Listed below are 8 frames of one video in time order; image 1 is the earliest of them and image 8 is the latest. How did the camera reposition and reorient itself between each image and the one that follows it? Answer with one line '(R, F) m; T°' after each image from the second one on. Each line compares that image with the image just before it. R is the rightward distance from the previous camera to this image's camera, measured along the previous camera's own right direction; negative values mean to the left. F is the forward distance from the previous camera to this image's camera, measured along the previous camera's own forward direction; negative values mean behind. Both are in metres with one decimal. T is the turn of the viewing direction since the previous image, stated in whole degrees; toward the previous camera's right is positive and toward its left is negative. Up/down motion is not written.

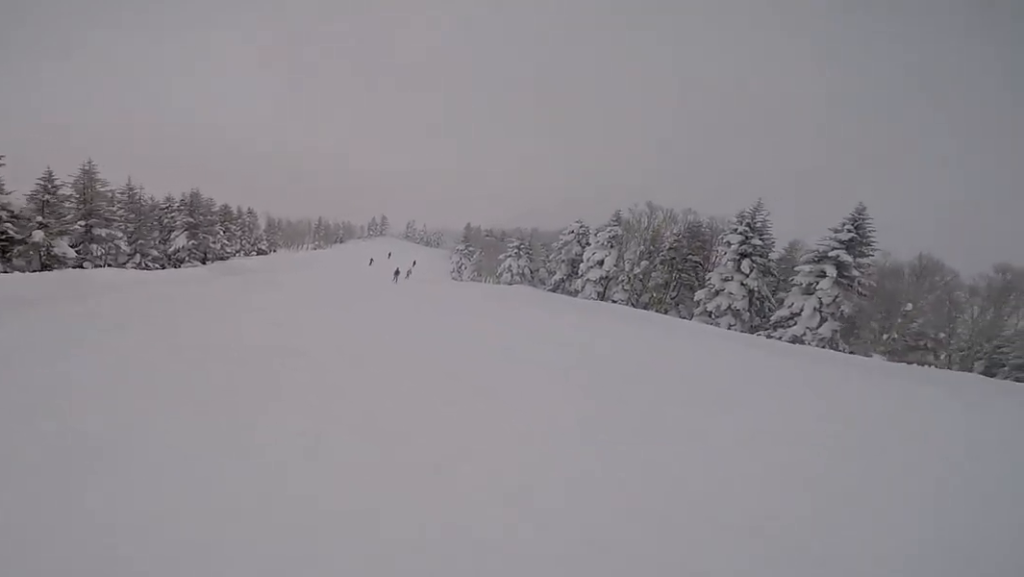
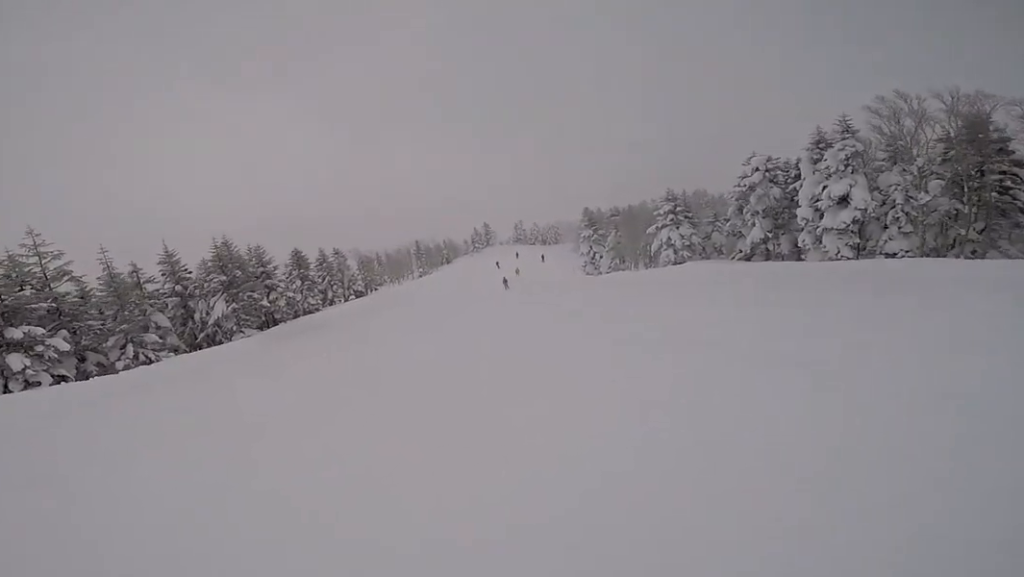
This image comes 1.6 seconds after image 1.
(+1.5, +12.8) m; -1°
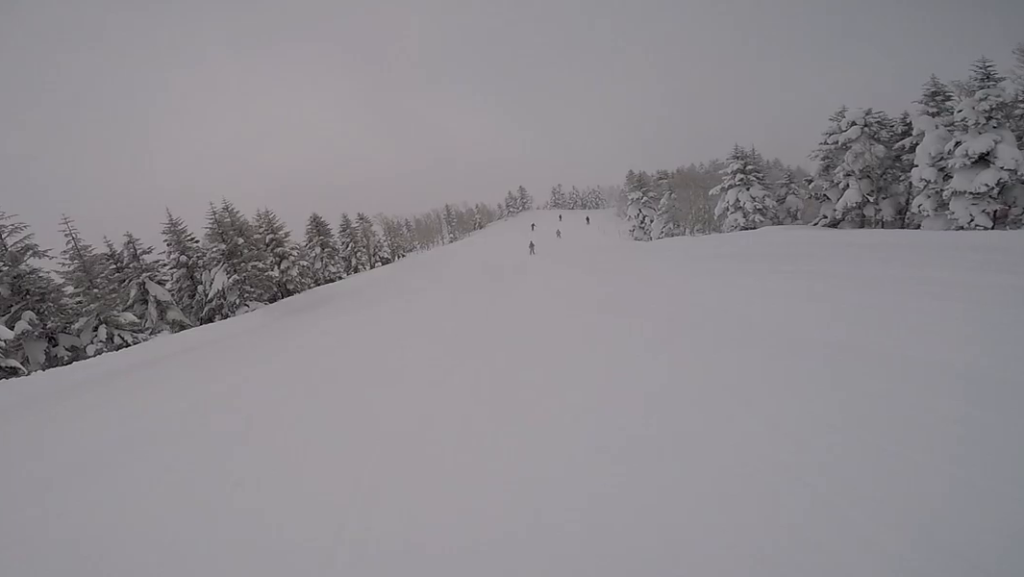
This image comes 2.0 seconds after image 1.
(-0.4, +4.0) m; -3°
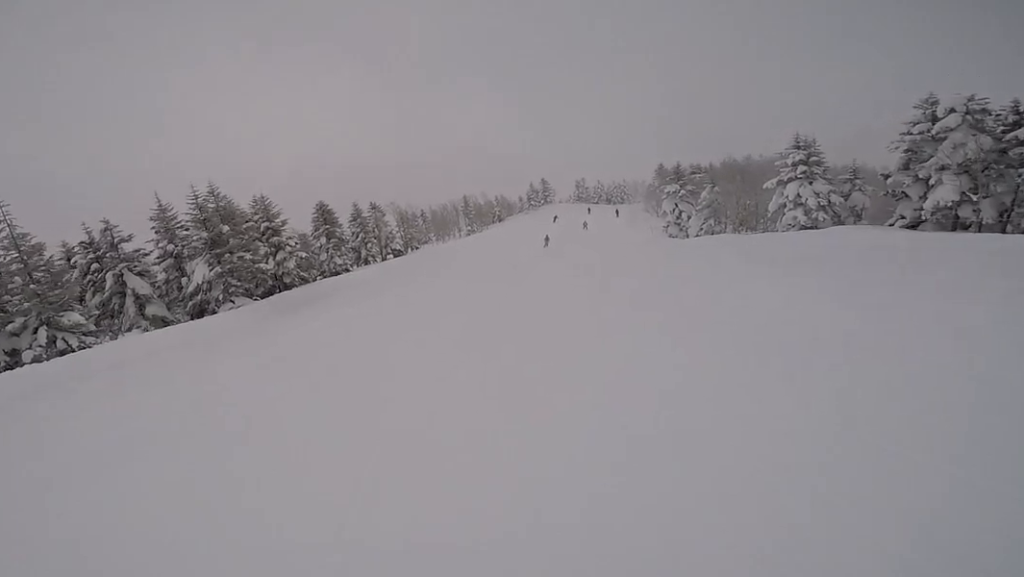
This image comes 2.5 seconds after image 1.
(-0.3, +3.7) m; -3°
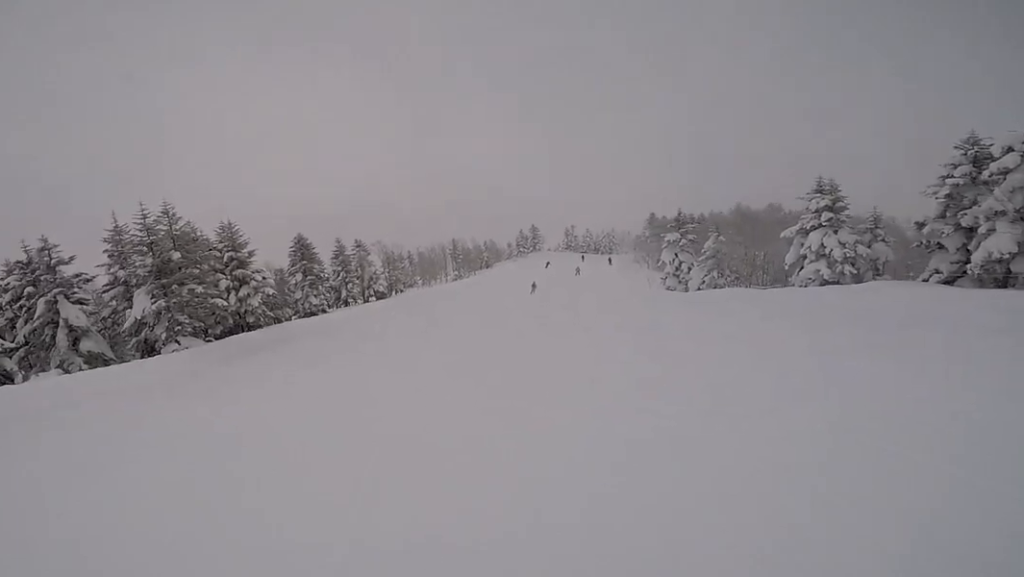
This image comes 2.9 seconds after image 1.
(-0.1, +3.7) m; +1°
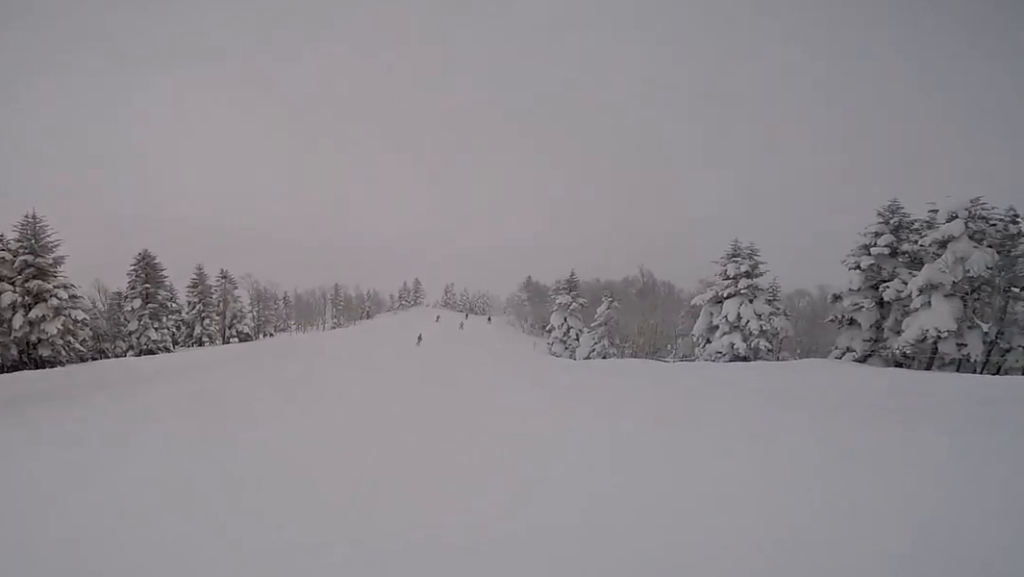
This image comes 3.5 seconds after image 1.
(-0.2, +5.9) m; +5°
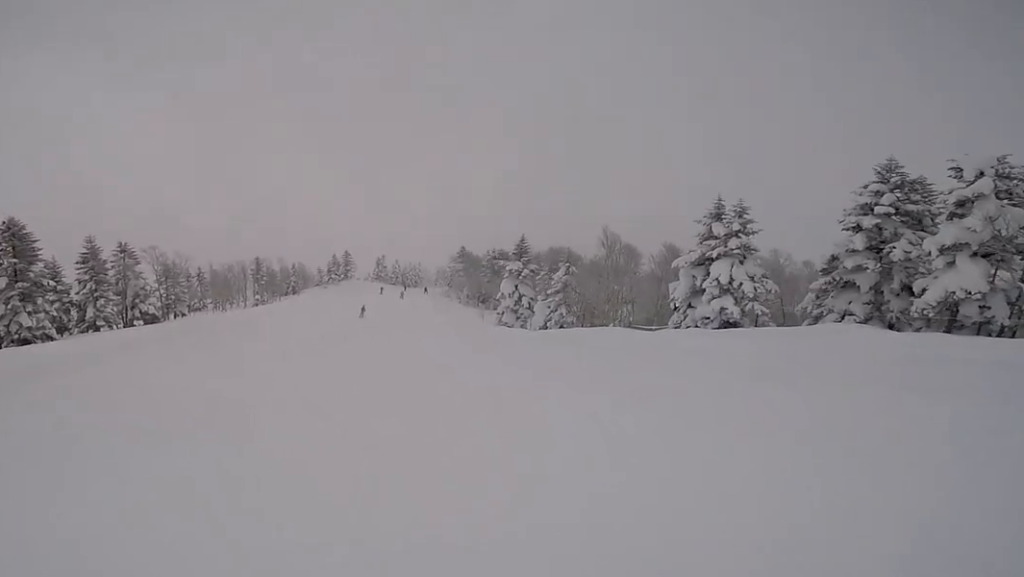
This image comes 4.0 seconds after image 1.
(+0.3, +4.7) m; +4°
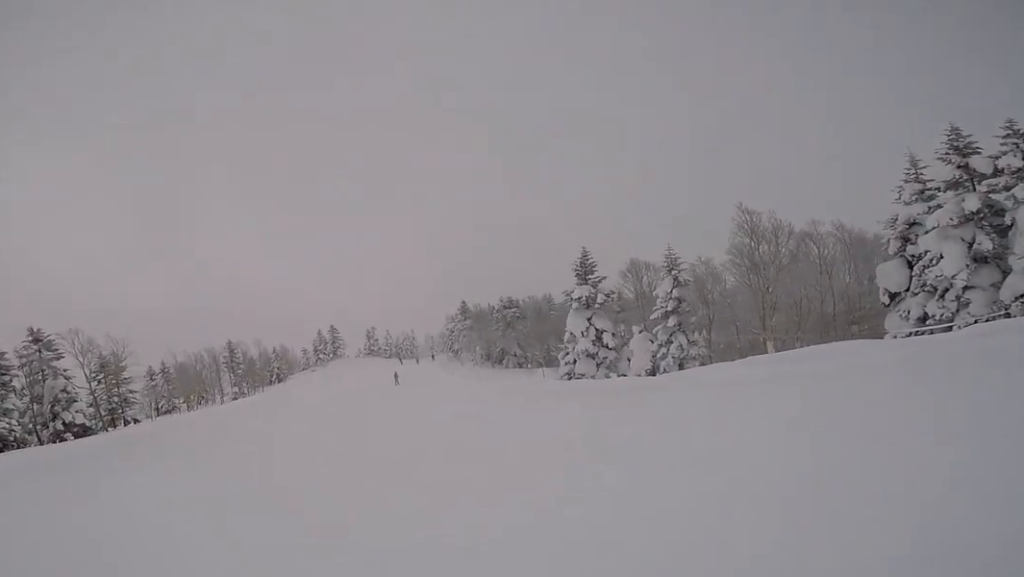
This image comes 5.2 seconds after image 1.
(+1.0, +12.2) m; +5°
